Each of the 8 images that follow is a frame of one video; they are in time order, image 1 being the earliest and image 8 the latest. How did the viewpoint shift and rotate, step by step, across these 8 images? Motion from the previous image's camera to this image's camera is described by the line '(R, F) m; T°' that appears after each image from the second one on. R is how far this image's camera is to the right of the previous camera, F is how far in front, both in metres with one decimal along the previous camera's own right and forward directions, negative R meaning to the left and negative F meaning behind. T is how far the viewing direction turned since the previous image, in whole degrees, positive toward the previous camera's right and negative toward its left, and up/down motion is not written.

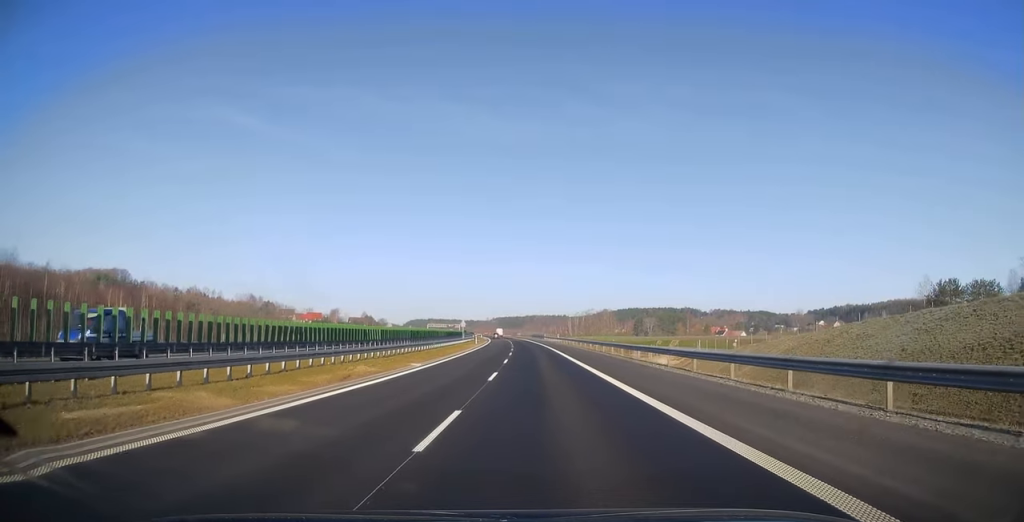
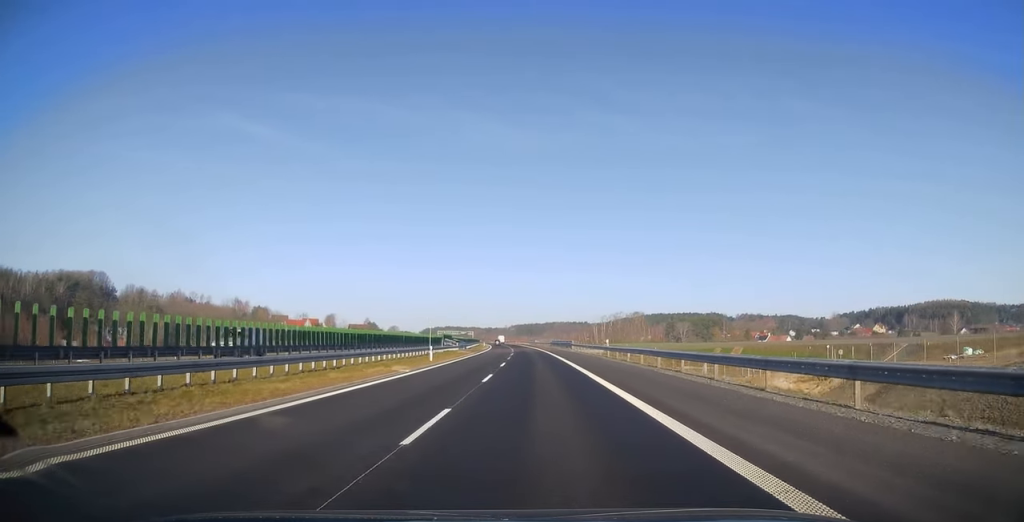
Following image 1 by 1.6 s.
(-0.1, +47.3) m; -1°
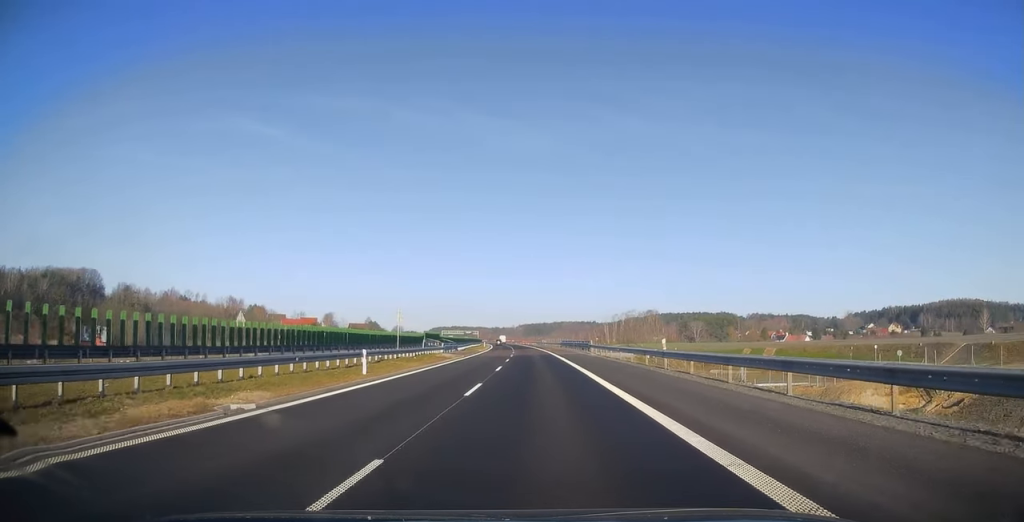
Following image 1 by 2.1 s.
(+0.1, +17.1) m; -1°
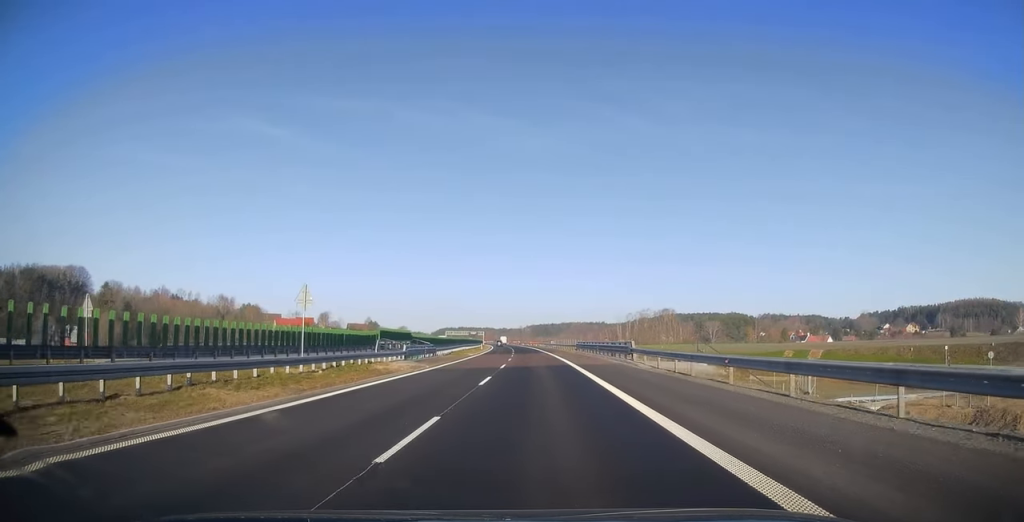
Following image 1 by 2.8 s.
(-0.5, +20.0) m; -1°
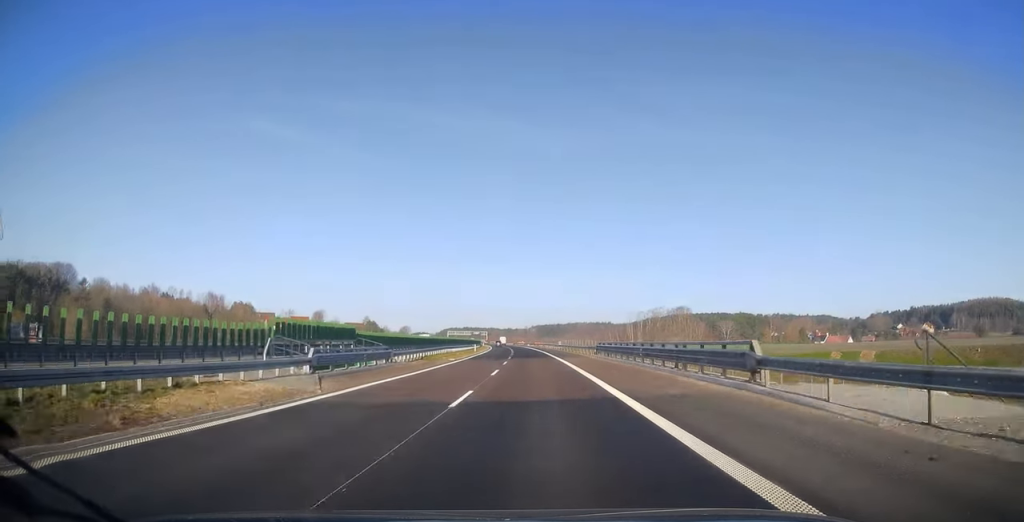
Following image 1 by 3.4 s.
(-0.1, +18.1) m; 0°
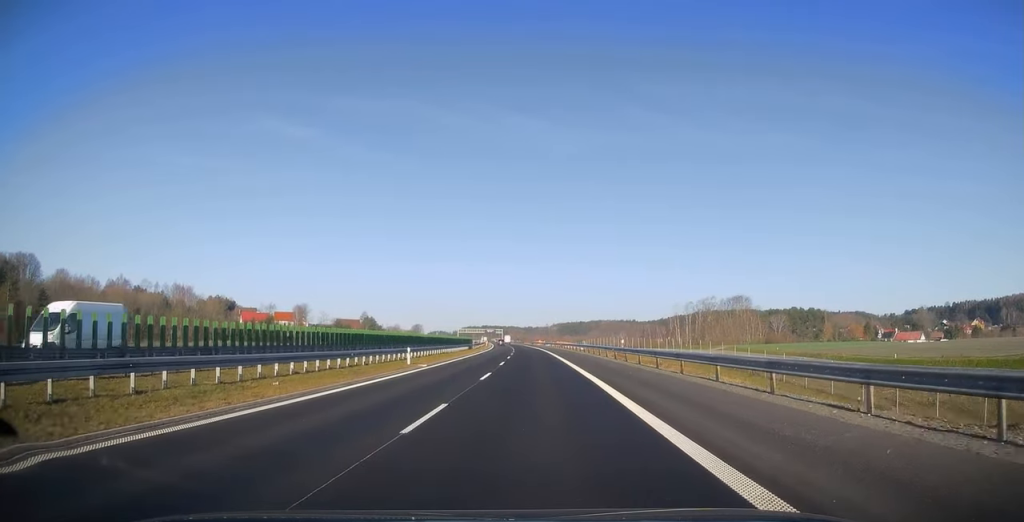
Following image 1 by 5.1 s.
(-0.1, +51.6) m; -1°
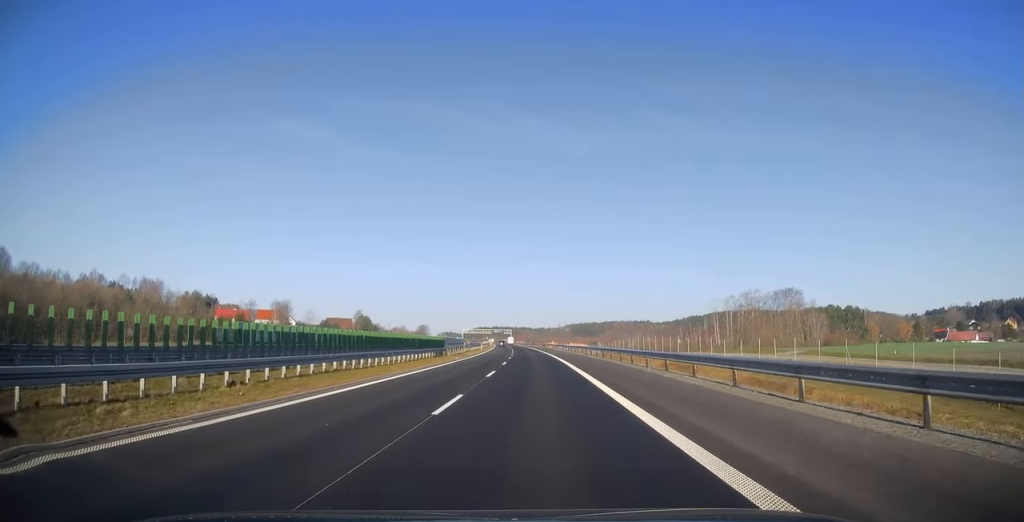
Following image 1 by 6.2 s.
(-0.6, +33.4) m; -2°
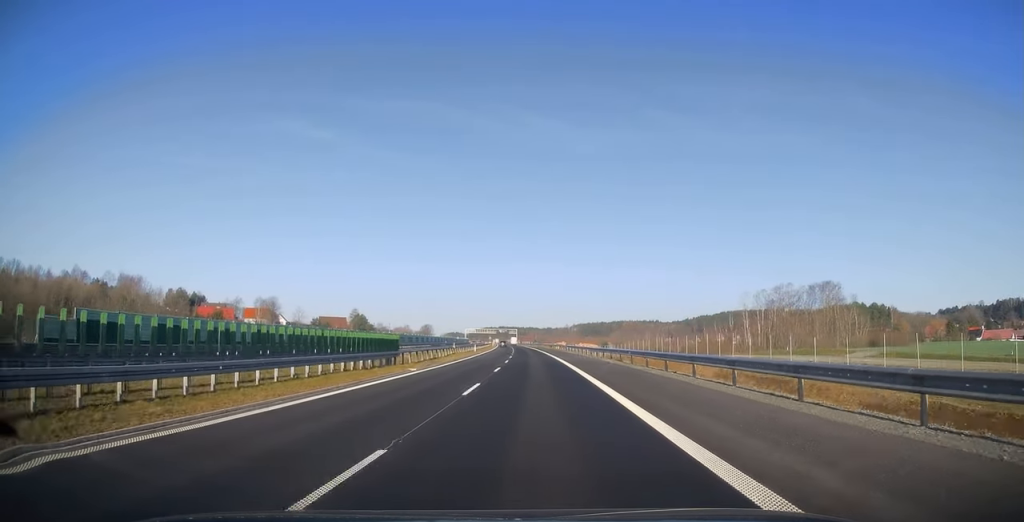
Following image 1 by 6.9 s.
(-0.3, +19.8) m; -1°
